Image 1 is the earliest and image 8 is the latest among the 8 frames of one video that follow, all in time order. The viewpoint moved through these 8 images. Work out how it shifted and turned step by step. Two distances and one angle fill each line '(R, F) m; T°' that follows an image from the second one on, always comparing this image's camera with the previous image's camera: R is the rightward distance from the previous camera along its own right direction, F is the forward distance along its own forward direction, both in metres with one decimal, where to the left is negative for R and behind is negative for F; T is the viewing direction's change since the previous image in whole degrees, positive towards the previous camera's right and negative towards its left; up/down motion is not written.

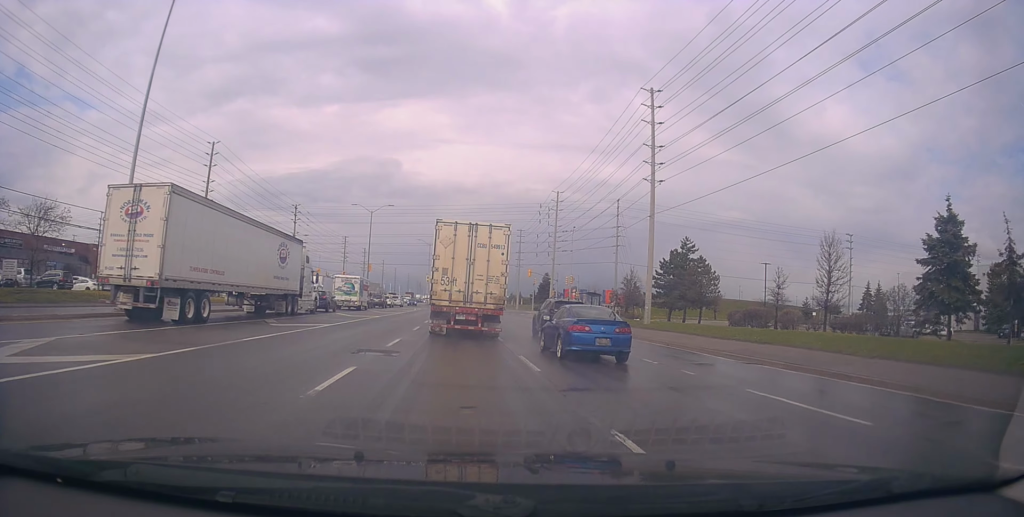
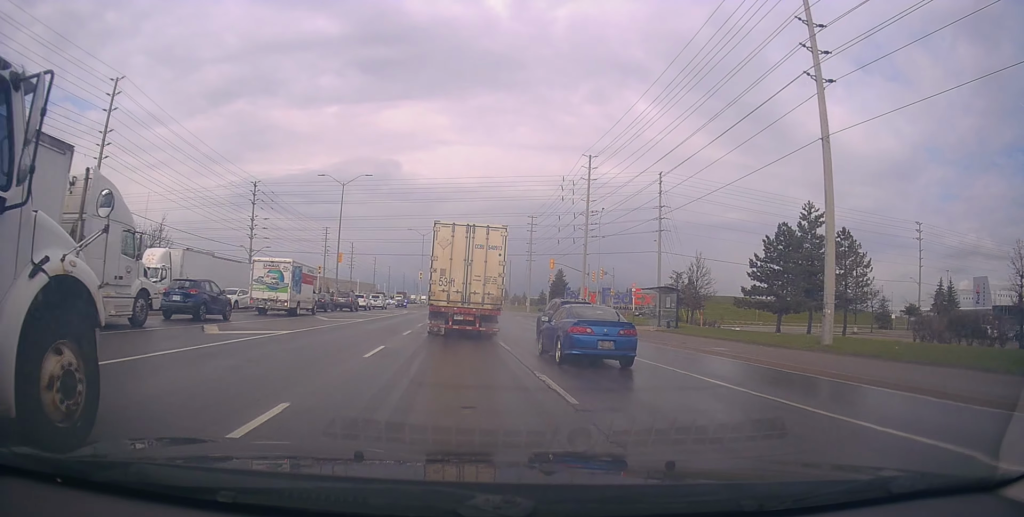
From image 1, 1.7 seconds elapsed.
(-0.9, +20.5) m; -3°
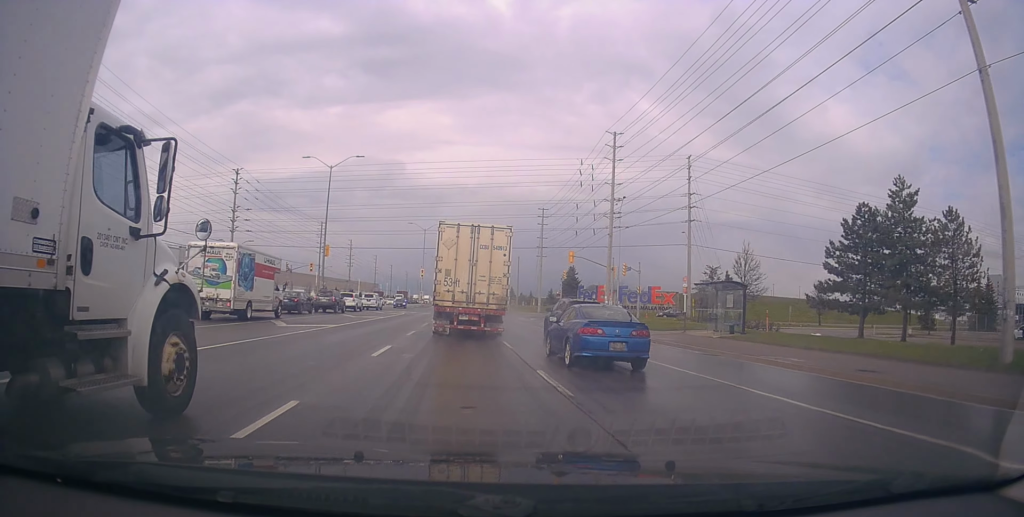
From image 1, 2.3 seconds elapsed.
(+0.2, +8.5) m; +1°
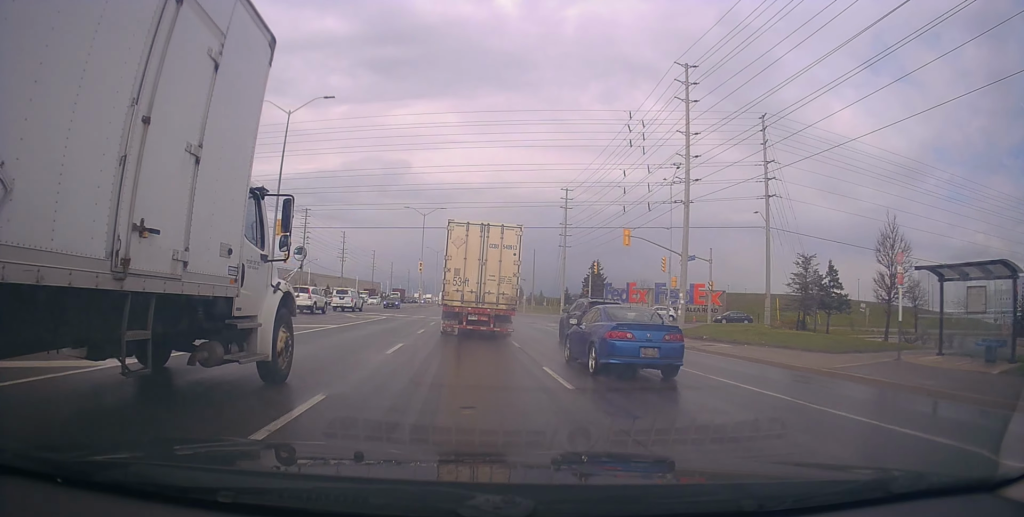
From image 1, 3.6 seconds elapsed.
(+0.1, +16.3) m; 0°
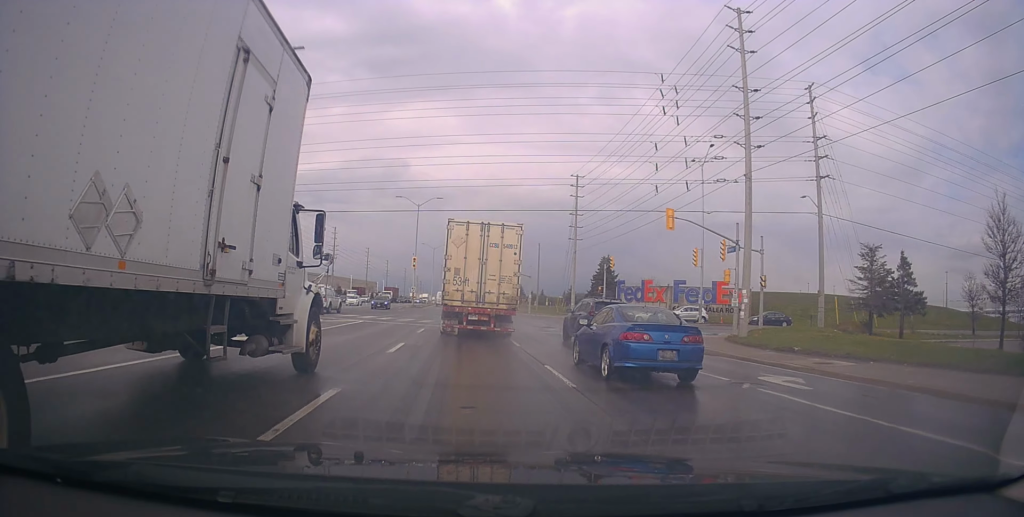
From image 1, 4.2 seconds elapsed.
(0.0, +8.7) m; 0°
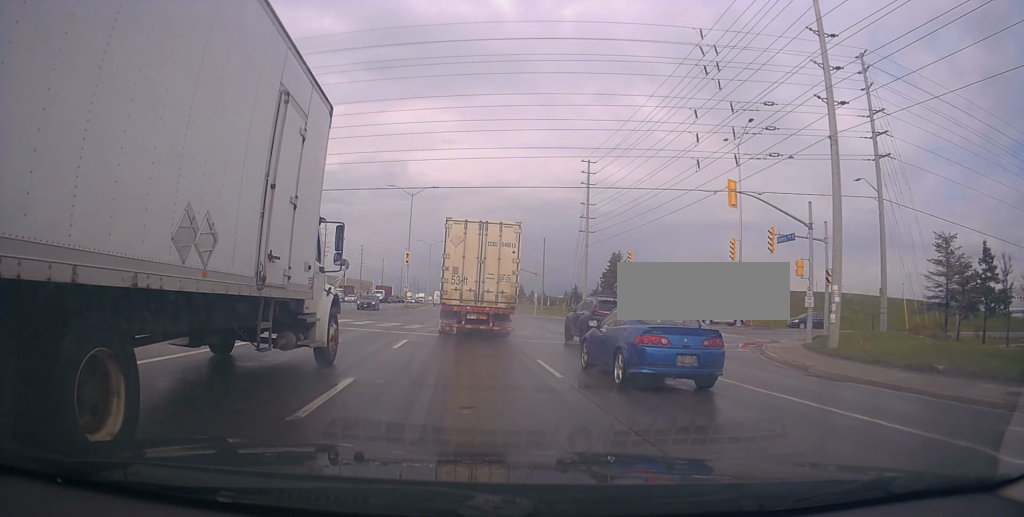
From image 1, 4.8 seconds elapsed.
(0.0, +7.6) m; 0°
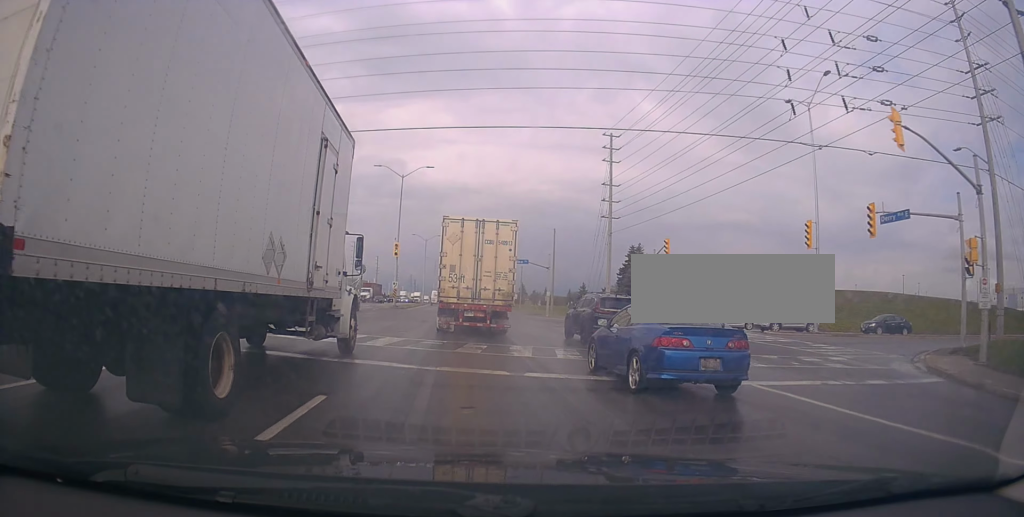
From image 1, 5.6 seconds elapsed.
(0.0, +10.3) m; +1°
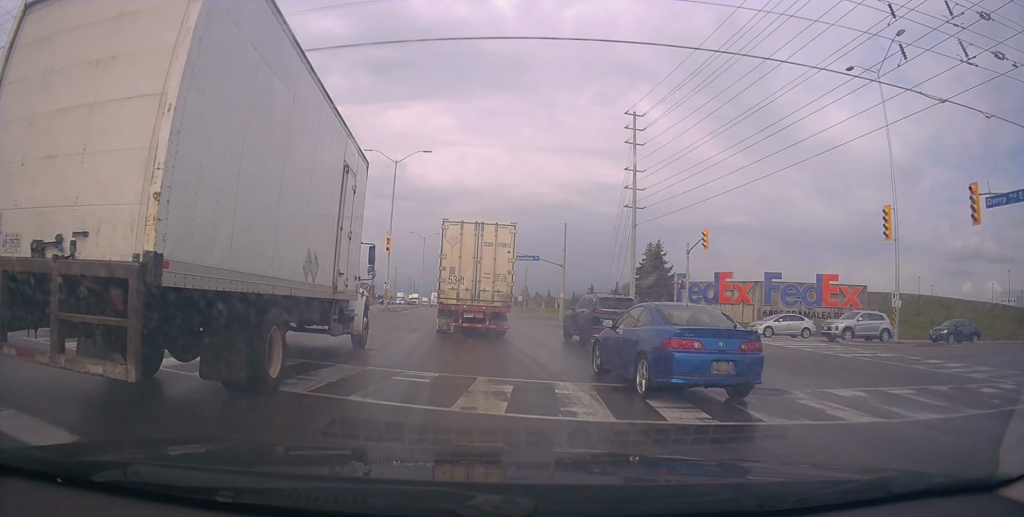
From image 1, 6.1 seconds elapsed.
(+0.1, +7.3) m; -1°
